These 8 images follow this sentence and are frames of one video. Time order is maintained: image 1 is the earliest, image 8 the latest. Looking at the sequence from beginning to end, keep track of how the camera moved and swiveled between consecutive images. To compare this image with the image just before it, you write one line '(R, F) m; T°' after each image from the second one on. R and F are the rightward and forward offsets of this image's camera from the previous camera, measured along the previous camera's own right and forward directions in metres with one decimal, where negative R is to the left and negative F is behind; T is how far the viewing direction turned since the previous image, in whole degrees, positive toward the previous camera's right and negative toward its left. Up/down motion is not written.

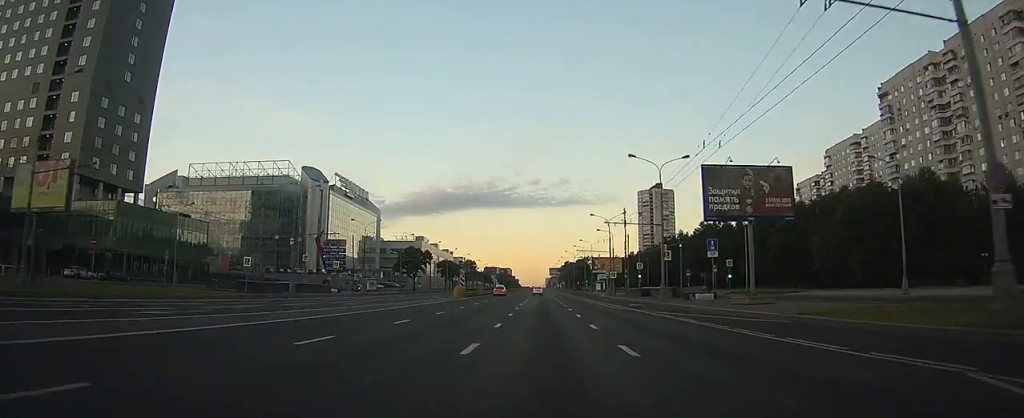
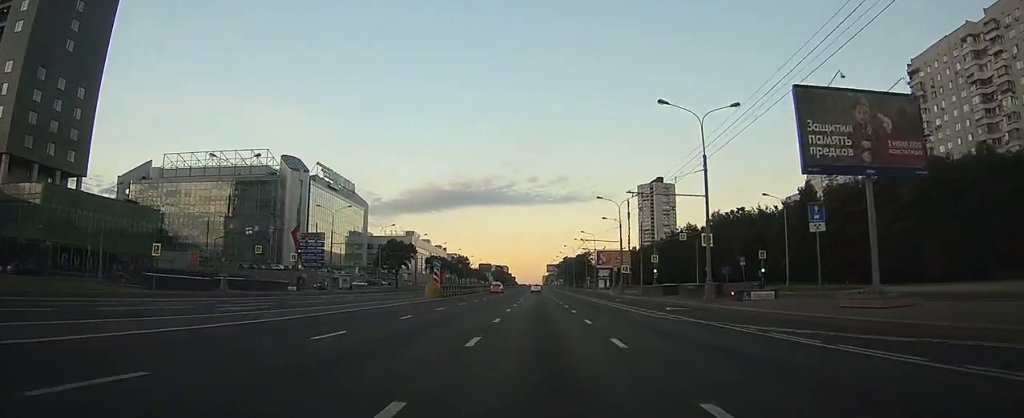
(+0.4, +15.3) m; 0°
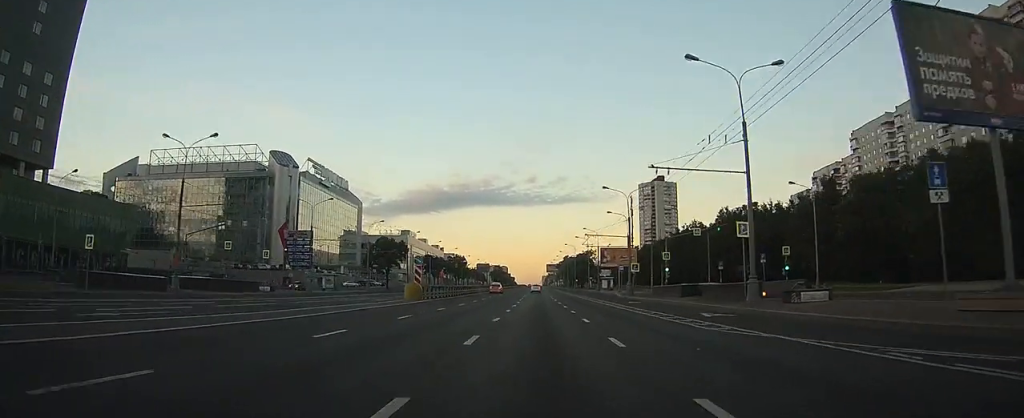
(0.0, +8.0) m; 0°
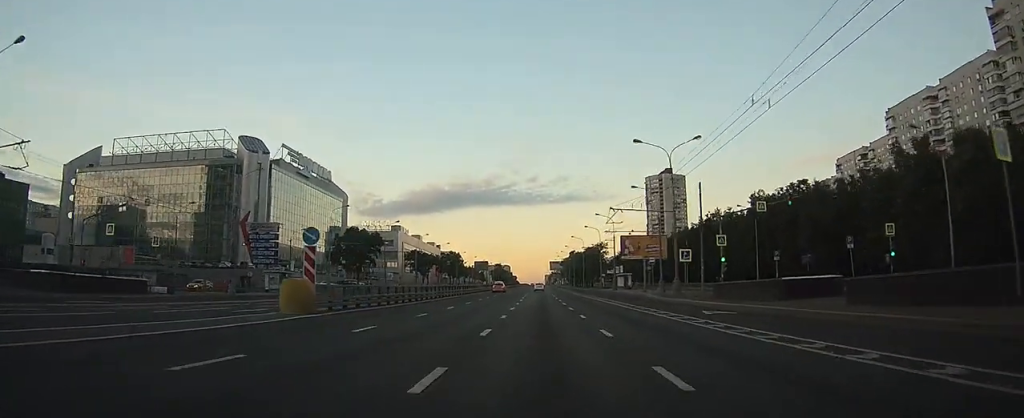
(-0.4, +21.8) m; -2°
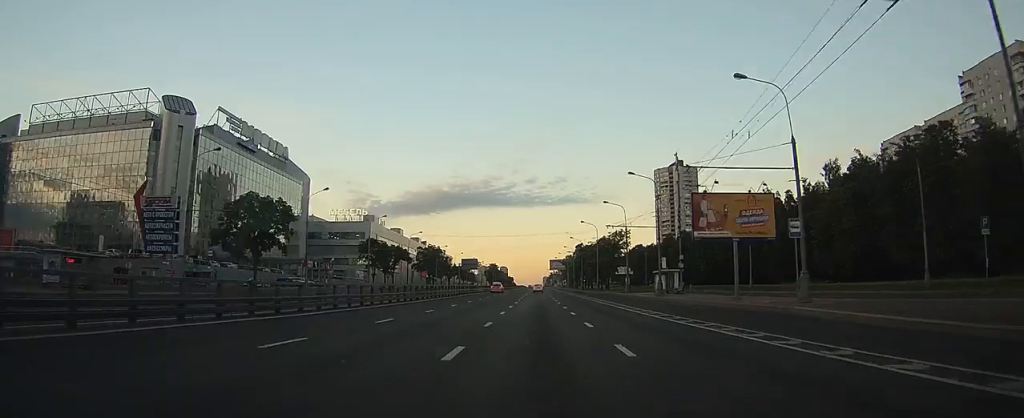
(-0.5, +37.4) m; +1°
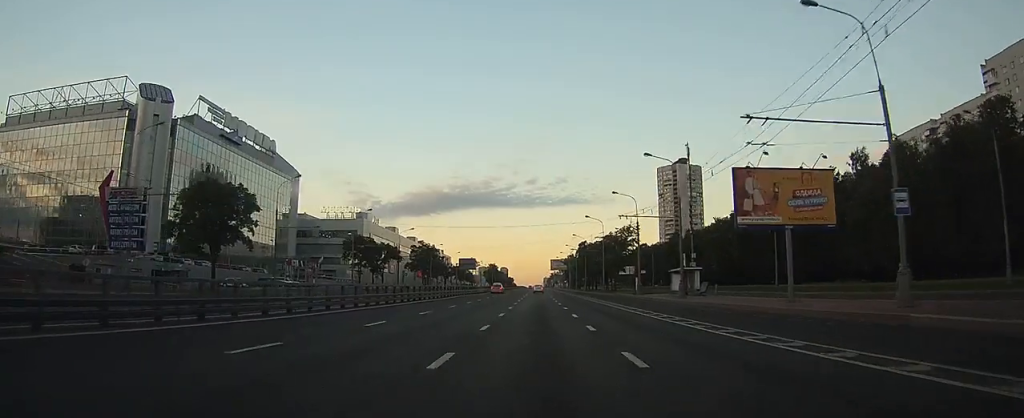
(+0.3, +9.2) m; +1°
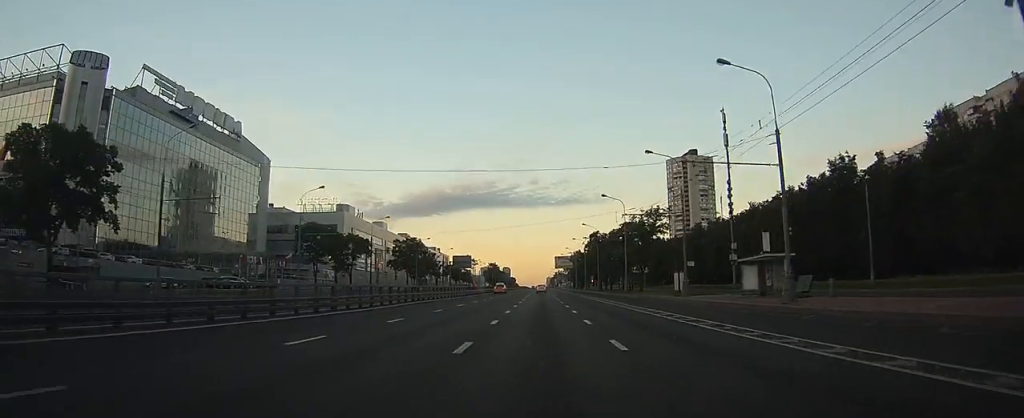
(+0.2, +22.3) m; 0°
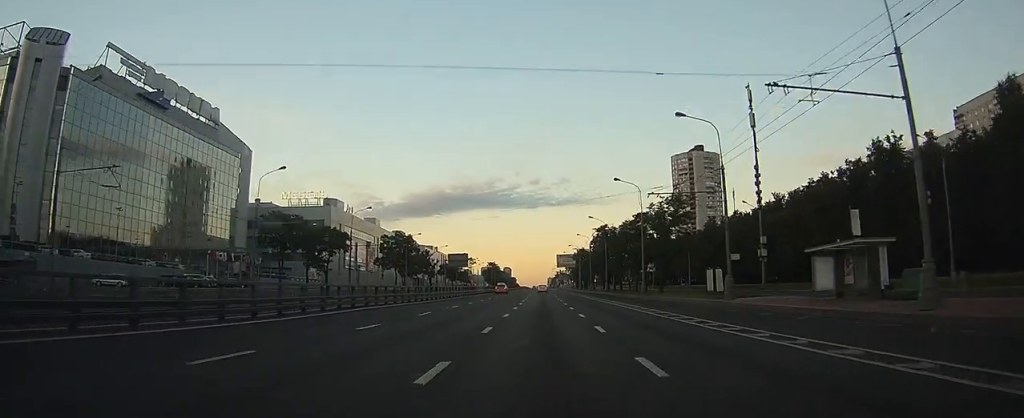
(-0.1, +11.8) m; 0°
